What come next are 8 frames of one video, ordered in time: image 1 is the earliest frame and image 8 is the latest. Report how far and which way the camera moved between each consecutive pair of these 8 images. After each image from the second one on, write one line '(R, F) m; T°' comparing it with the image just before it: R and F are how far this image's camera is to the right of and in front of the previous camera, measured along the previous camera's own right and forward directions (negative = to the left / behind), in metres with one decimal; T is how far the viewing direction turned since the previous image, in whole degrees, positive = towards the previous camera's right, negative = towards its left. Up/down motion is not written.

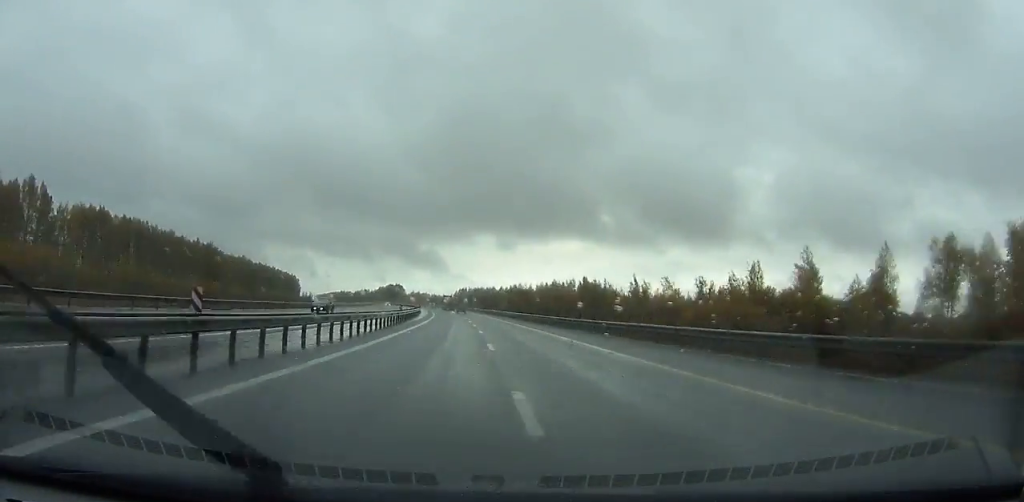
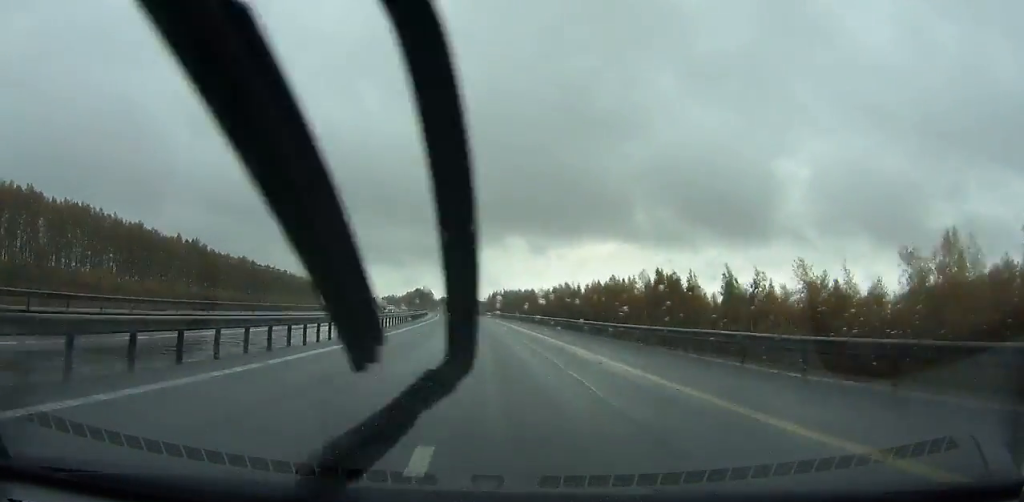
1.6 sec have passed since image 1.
(-1.1, +50.7) m; -3°
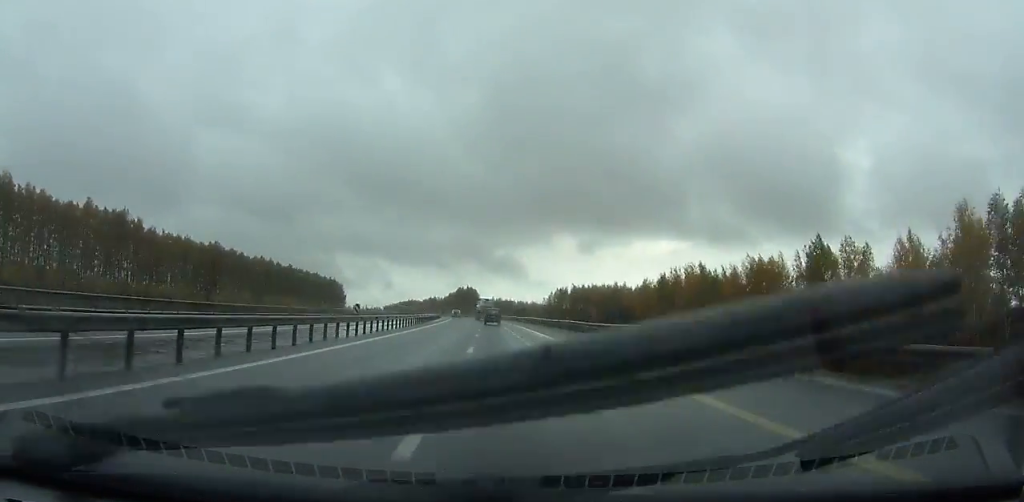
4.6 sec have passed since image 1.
(-4.5, +94.2) m; -5°
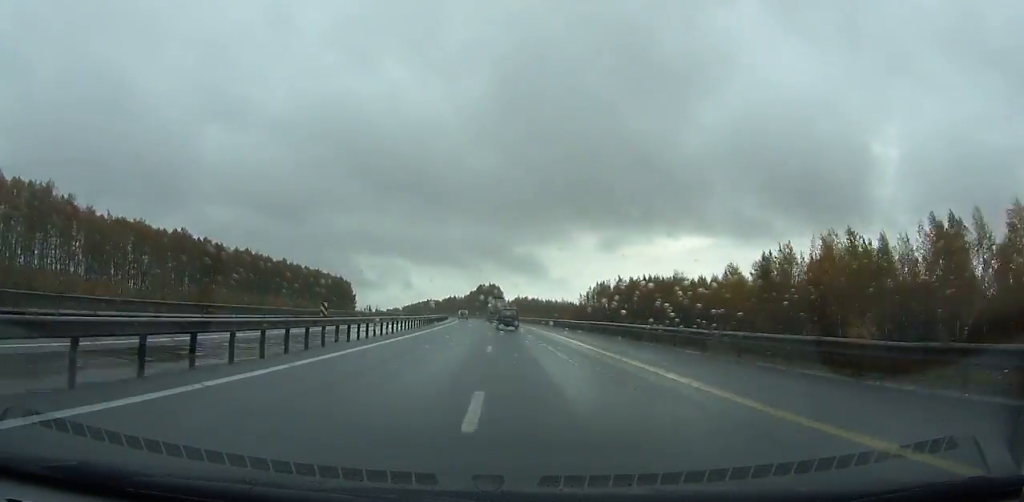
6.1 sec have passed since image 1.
(-1.0, +46.7) m; -2°
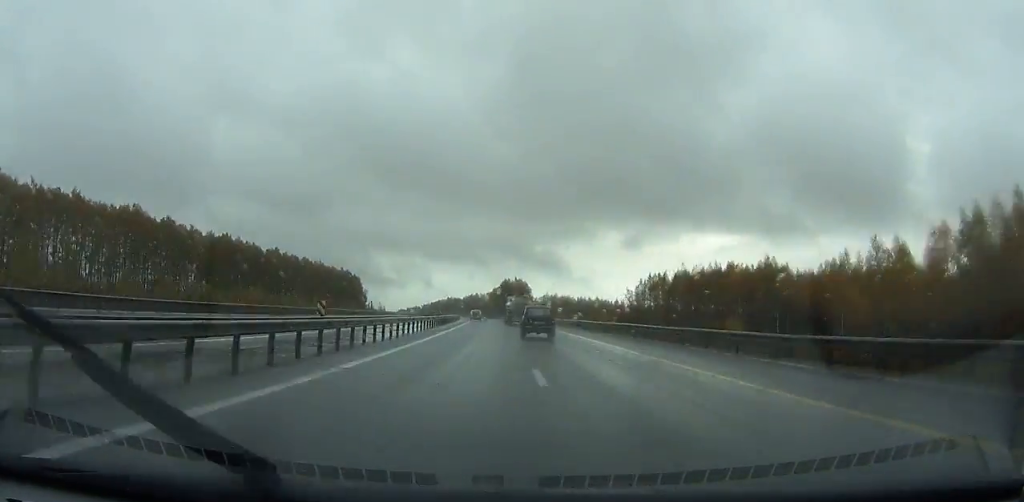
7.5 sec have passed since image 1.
(-1.0, +43.3) m; -2°
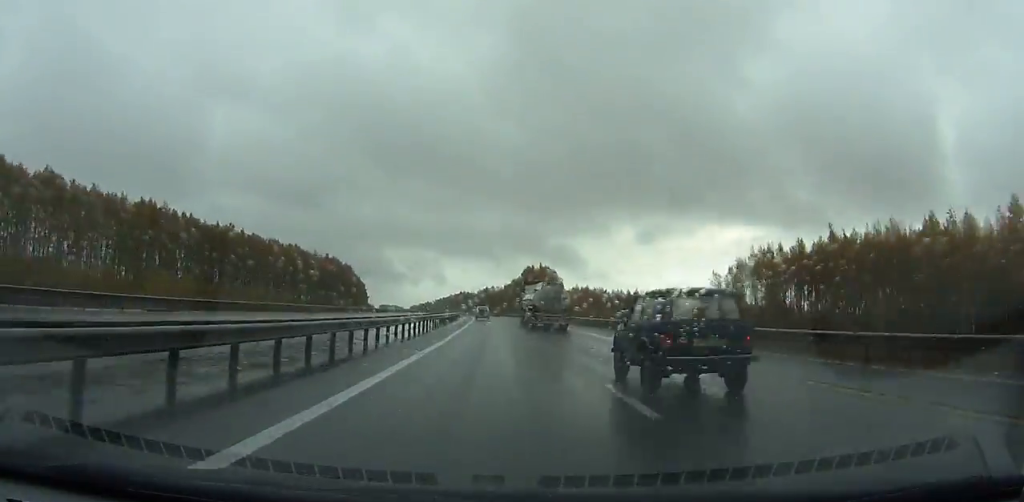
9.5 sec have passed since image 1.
(-1.3, +61.1) m; -2°
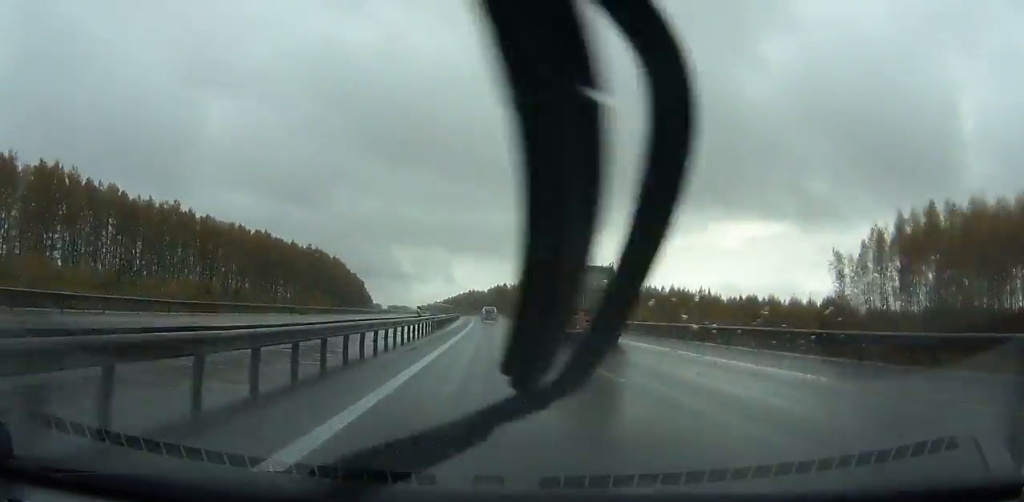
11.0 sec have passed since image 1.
(-0.4, +45.6) m; -1°
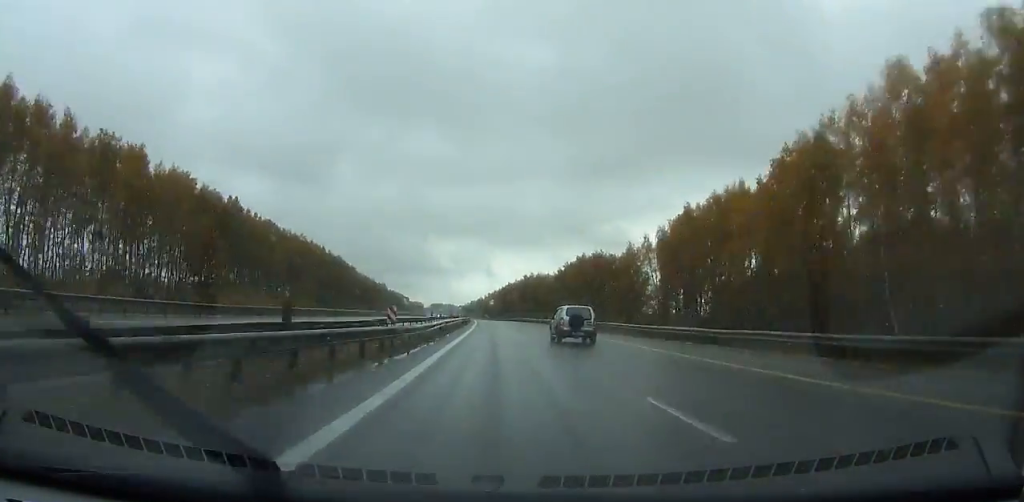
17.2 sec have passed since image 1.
(-8.2, +186.4) m; -5°
